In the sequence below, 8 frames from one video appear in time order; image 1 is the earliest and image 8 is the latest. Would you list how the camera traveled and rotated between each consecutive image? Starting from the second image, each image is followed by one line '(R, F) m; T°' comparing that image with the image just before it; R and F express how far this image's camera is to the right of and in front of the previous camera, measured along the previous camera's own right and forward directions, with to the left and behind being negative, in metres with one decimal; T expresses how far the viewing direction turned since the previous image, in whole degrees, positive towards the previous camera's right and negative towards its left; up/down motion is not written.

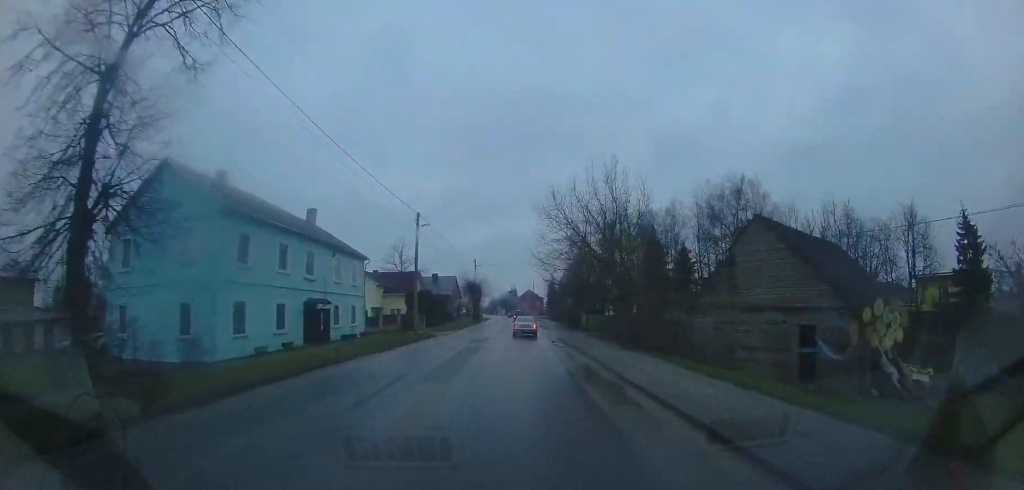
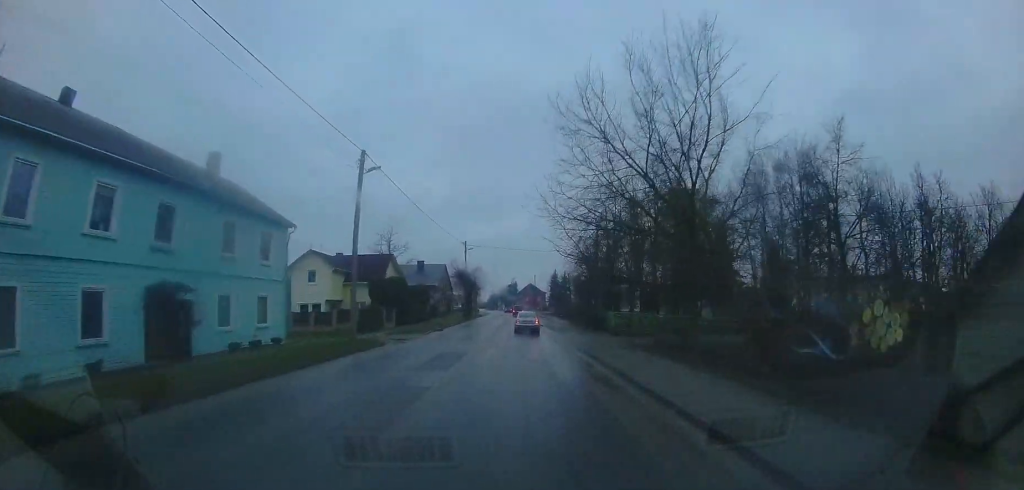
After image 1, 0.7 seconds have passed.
(-0.1, +9.9) m; -1°
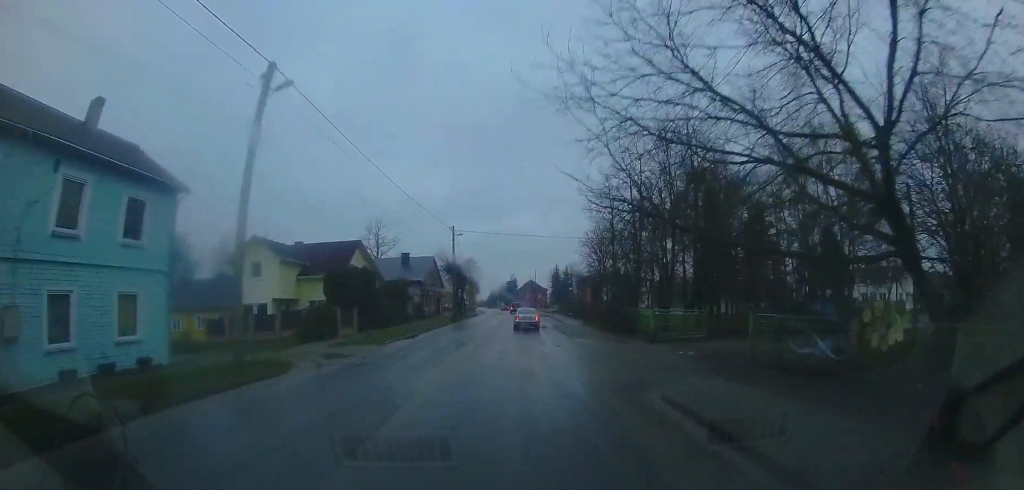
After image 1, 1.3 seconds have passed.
(0.0, +7.0) m; 0°
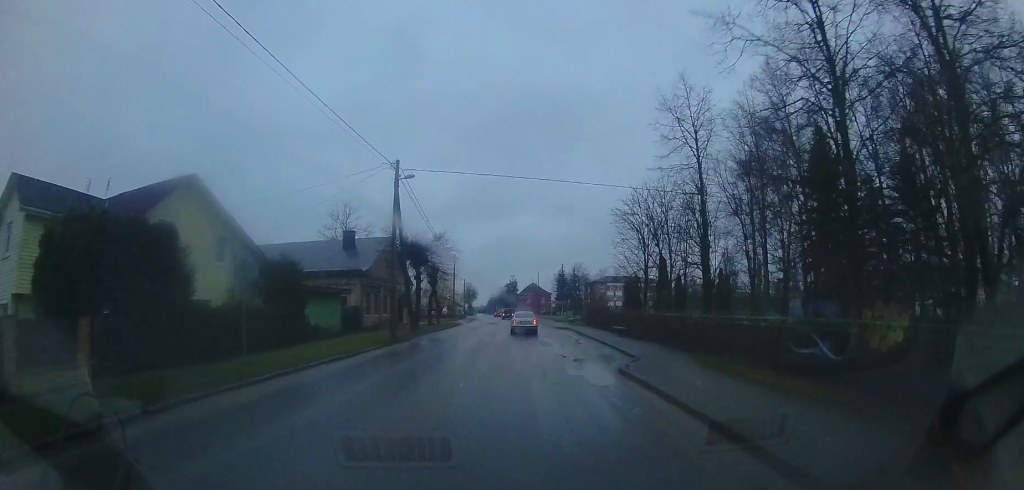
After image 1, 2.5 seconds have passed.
(0.0, +16.2) m; +1°
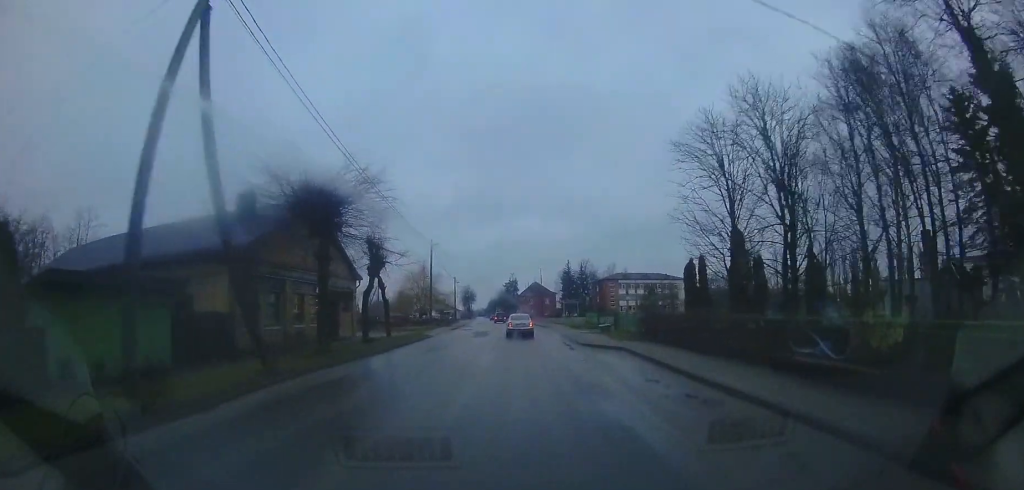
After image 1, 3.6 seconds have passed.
(+0.1, +13.0) m; 0°
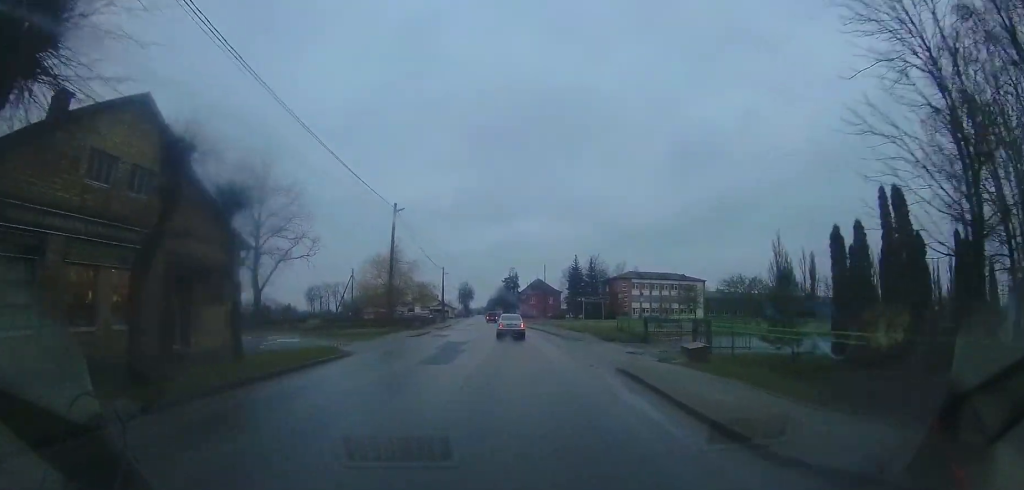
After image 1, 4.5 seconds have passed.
(-0.1, +11.6) m; 0°
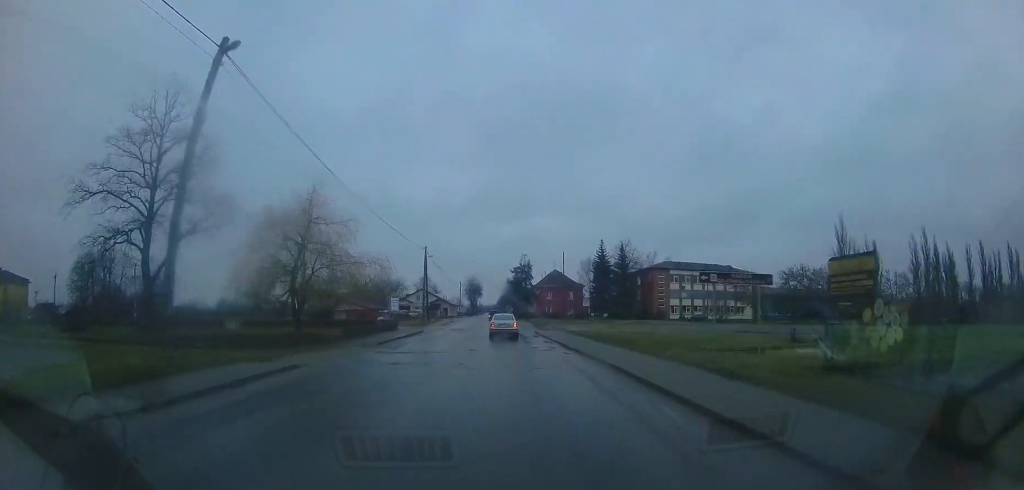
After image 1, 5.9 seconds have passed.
(+0.4, +17.4) m; -1°
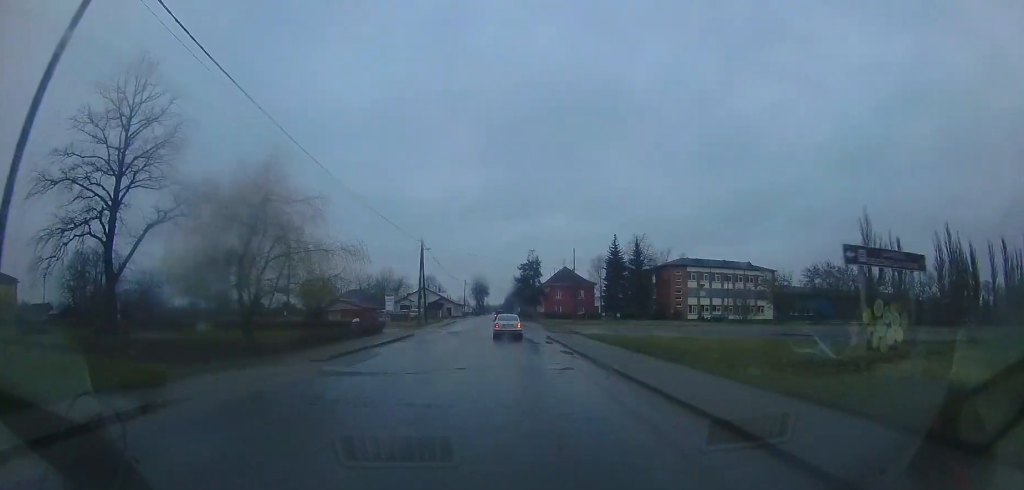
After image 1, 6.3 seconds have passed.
(-0.3, +4.6) m; -2°
